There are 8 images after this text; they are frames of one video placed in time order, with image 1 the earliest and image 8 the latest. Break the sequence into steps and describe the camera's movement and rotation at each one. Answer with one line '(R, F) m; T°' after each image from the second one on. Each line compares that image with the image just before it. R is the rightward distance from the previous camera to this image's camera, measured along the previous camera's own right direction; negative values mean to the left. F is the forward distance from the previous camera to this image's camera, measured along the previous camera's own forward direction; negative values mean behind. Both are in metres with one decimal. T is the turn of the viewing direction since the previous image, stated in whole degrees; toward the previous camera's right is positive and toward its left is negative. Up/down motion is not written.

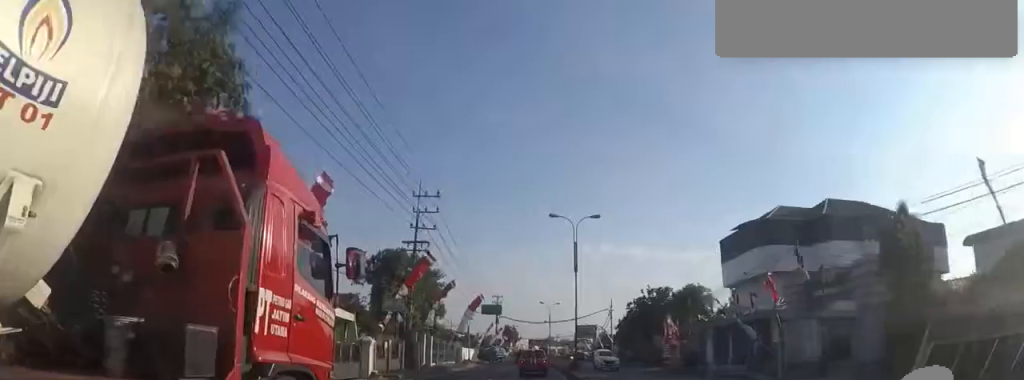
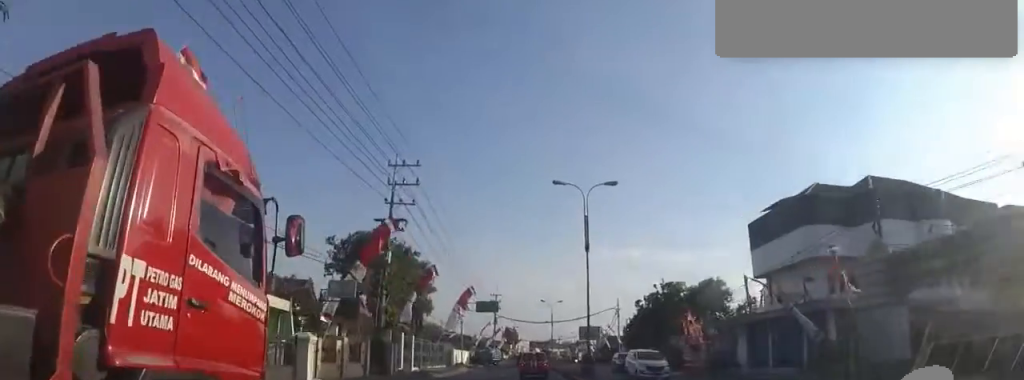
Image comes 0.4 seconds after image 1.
(-0.3, +6.1) m; -2°
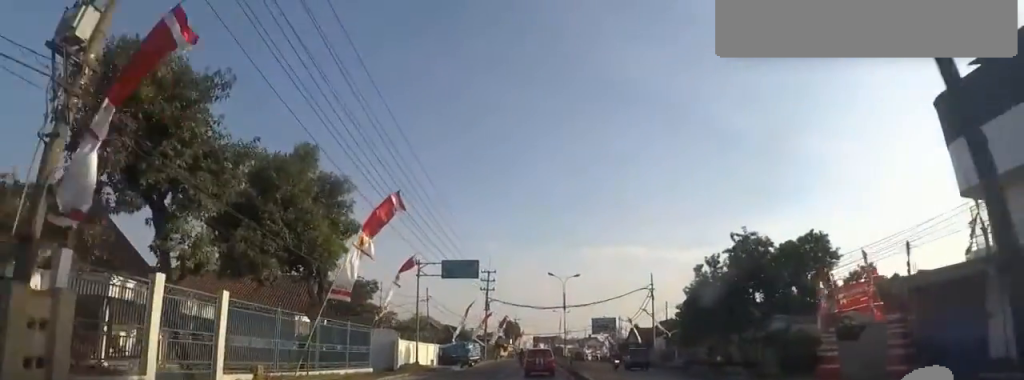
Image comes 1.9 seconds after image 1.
(-0.3, +20.3) m; -1°
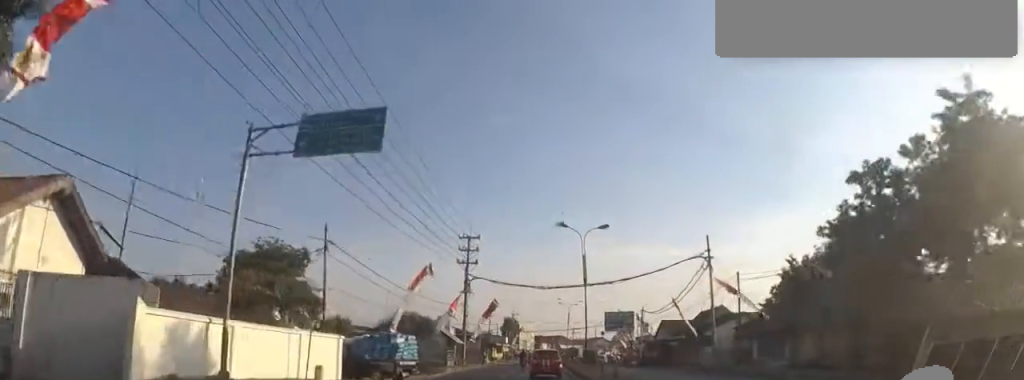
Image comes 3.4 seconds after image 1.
(0.0, +19.9) m; 0°
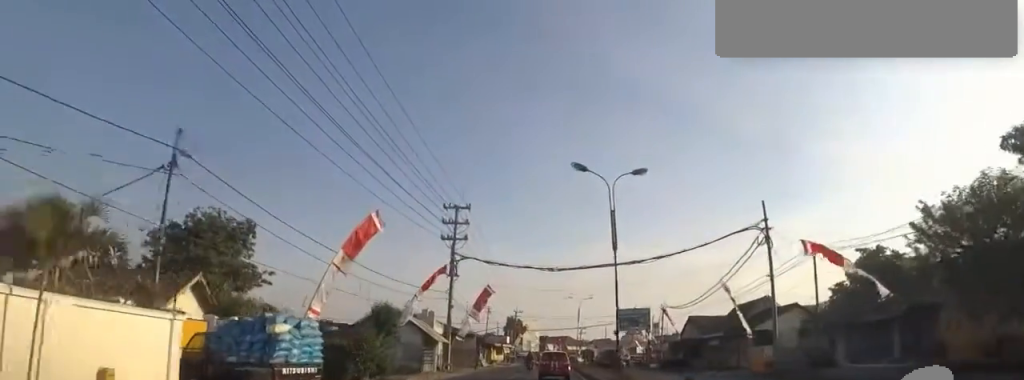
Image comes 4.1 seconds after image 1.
(0.0, +10.0) m; 0°
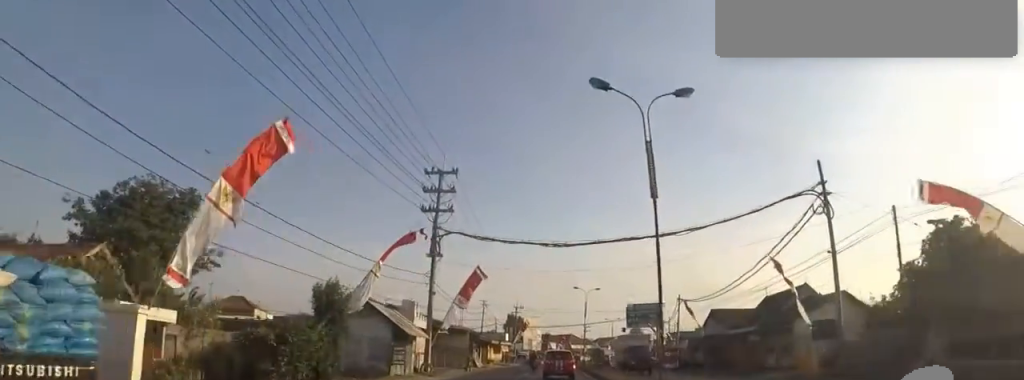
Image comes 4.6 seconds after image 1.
(0.0, +6.8) m; 0°
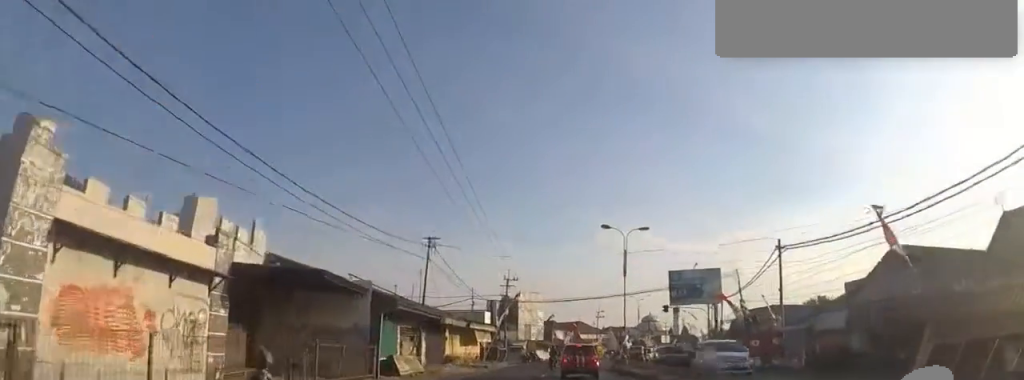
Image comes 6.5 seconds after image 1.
(+1.2, +24.7) m; +3°
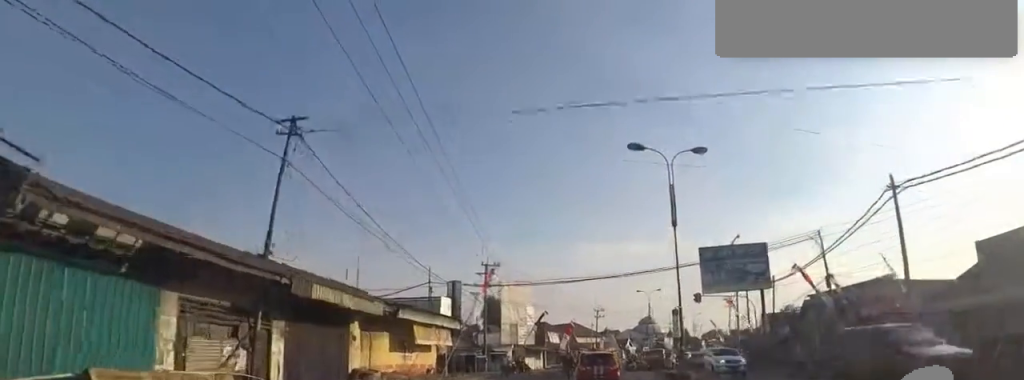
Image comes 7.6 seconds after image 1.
(-0.6, +13.5) m; 0°
